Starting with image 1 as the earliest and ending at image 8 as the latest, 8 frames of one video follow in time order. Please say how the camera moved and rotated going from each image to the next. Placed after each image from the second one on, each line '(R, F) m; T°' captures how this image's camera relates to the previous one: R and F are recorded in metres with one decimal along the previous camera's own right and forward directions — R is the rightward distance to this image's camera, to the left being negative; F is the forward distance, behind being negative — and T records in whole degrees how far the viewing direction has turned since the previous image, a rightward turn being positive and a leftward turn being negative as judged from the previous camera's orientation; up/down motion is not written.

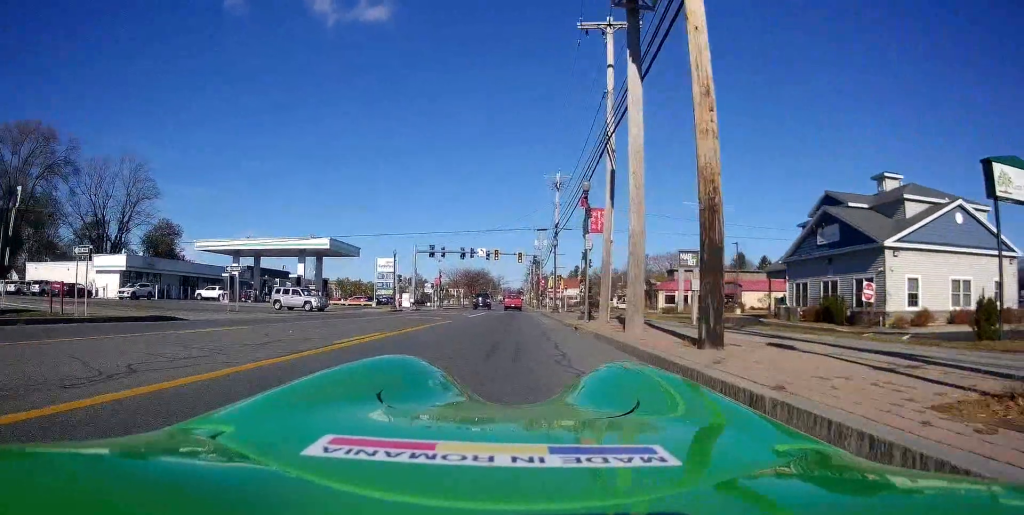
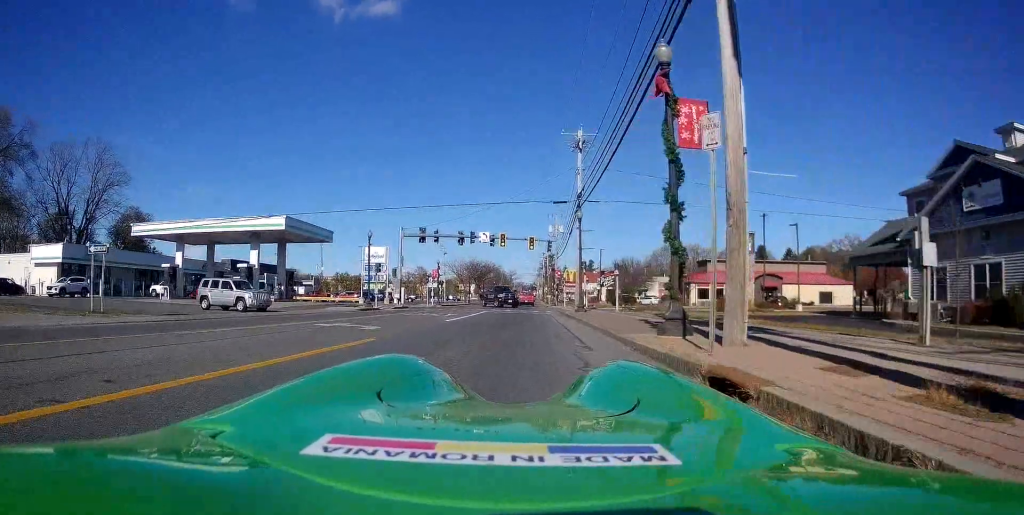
(-0.6, +12.5) m; -6°
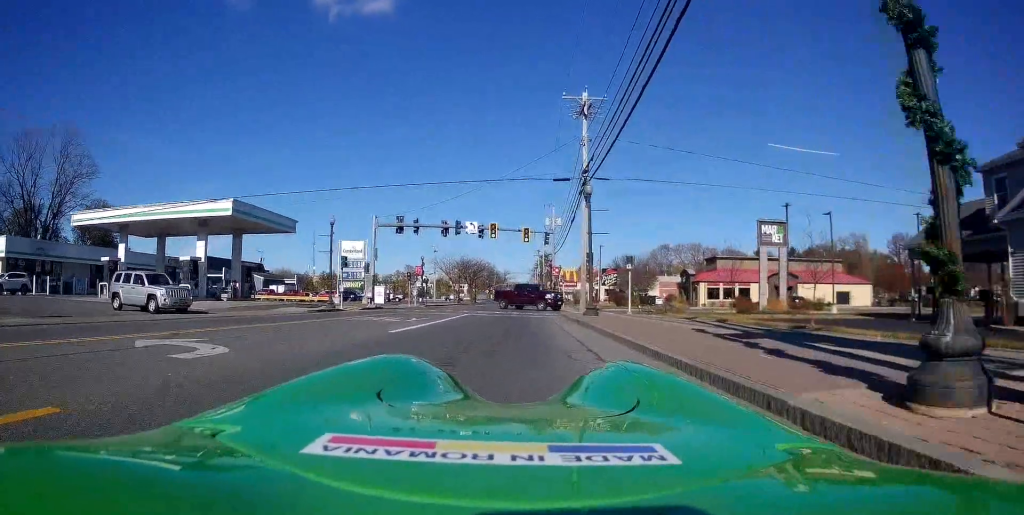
(-0.2, +6.9) m; 0°
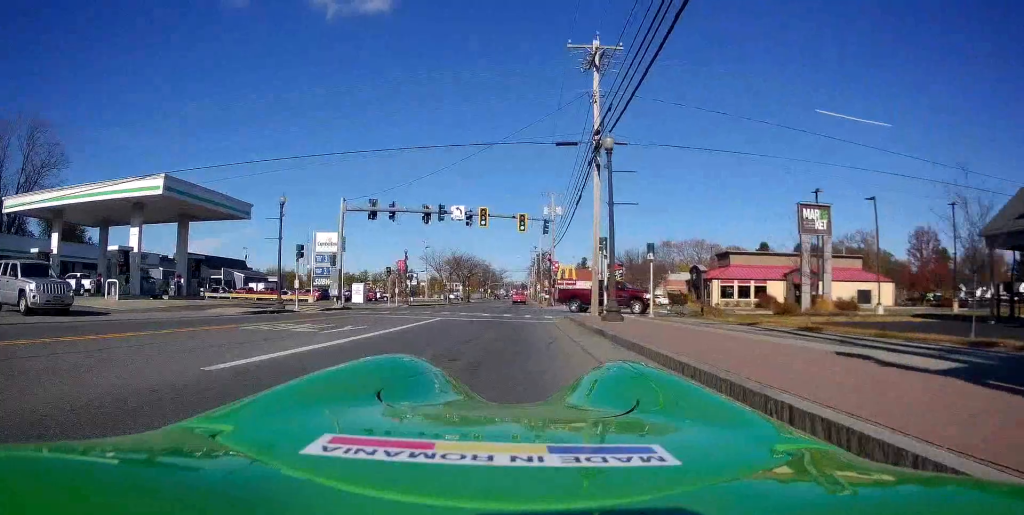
(+0.3, +7.1) m; +2°
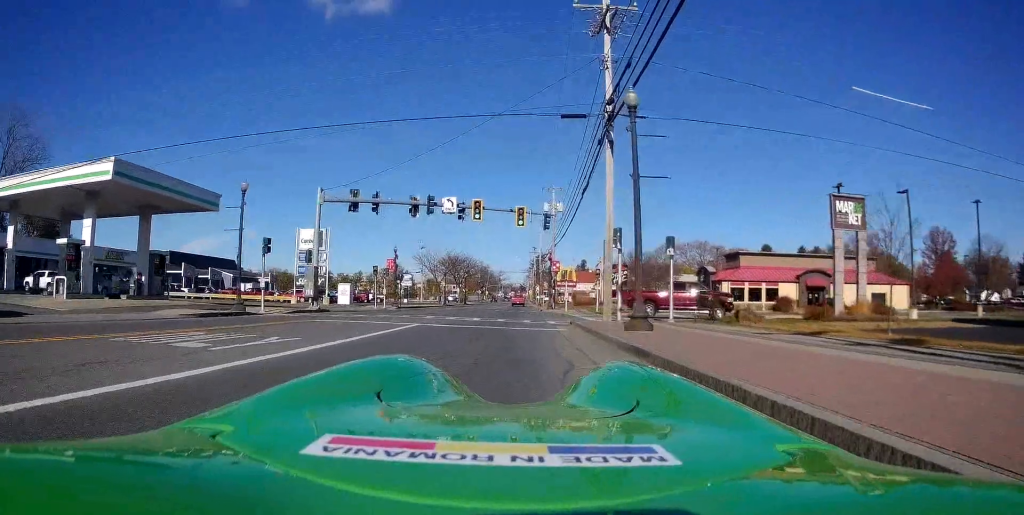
(0.0, +4.1) m; 0°
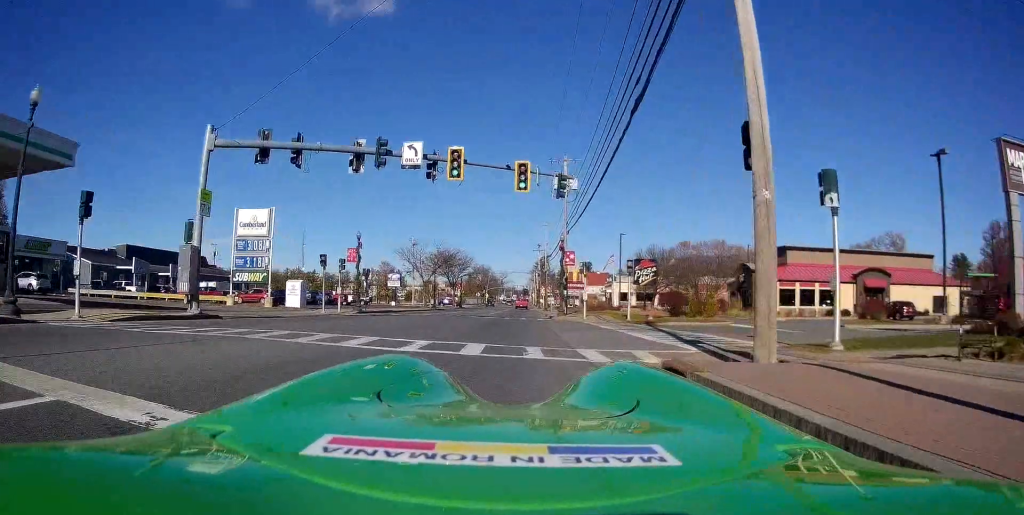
(-0.1, +13.3) m; -3°
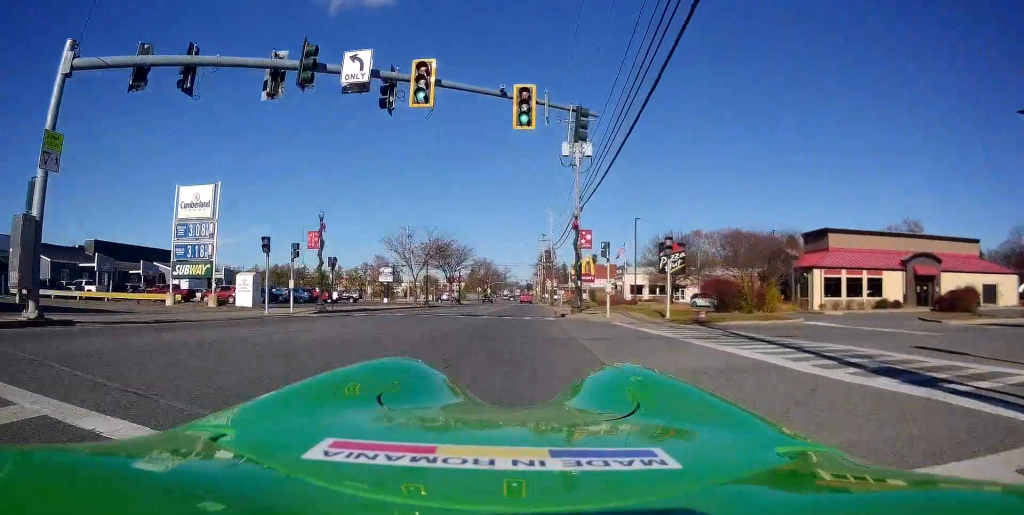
(-0.3, +8.5) m; 0°
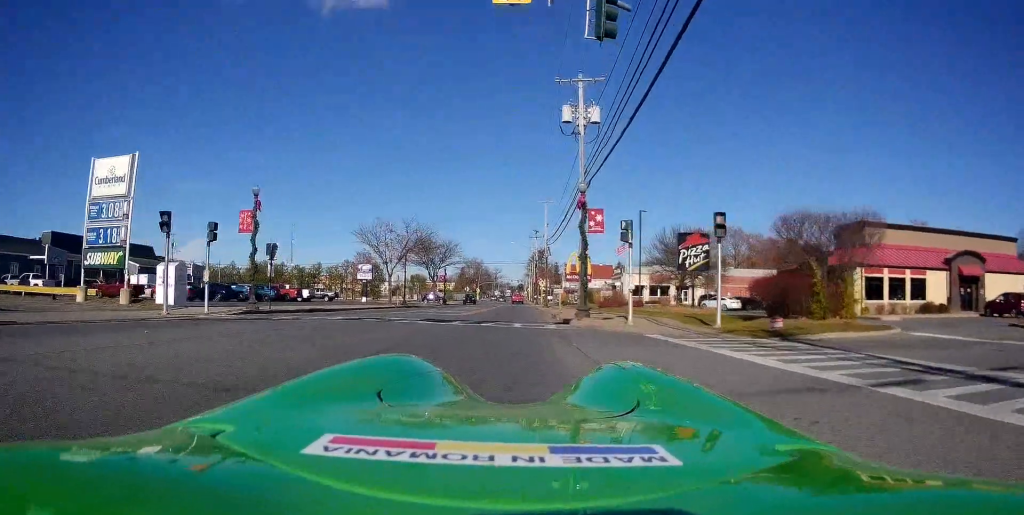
(+0.3, +7.4) m; +2°
